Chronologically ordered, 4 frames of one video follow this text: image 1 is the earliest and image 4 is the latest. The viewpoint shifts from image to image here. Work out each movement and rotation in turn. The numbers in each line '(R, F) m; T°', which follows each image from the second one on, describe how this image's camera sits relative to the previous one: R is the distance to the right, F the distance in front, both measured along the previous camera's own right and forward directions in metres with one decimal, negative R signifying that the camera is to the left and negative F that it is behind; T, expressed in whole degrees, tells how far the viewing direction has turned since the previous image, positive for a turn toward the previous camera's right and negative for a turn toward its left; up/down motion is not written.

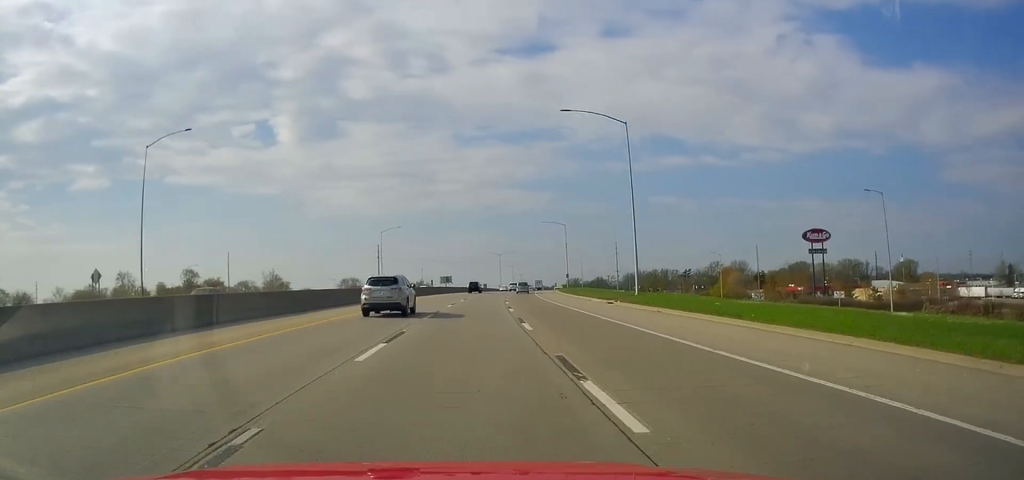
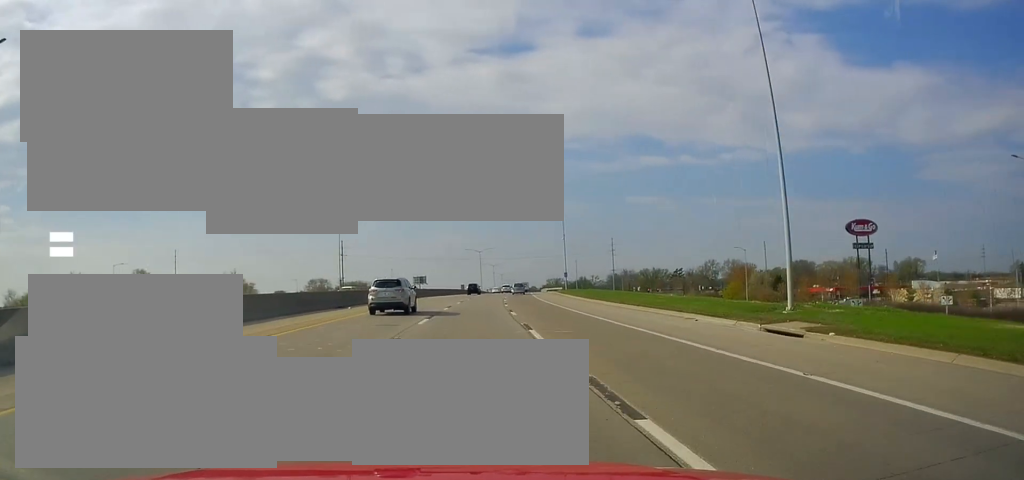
(-0.2, +26.2) m; +1°
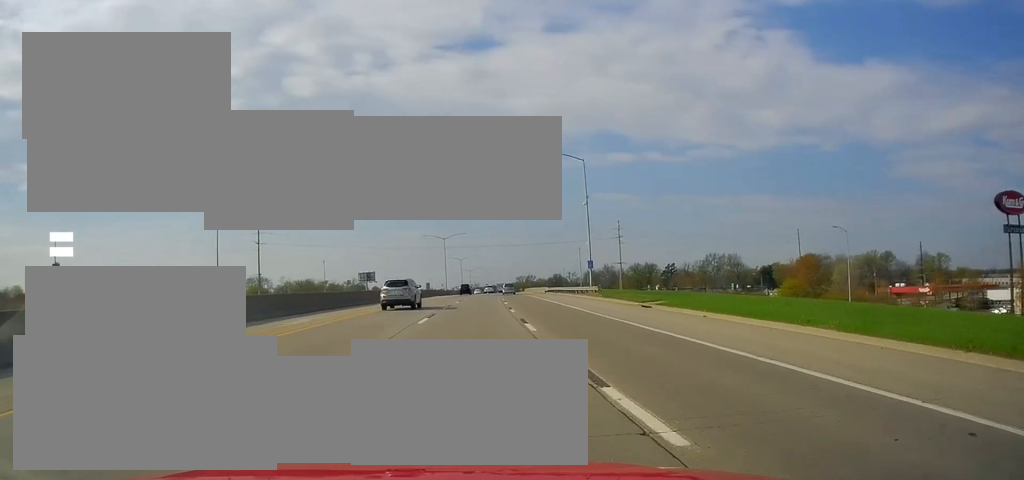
(+1.9, +48.8) m; +4°
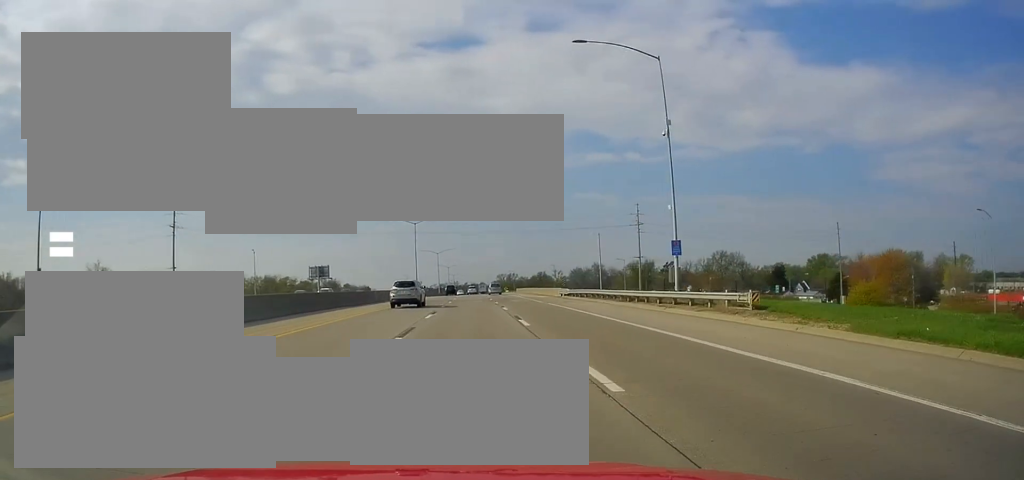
(+0.6, +33.3) m; +3°
